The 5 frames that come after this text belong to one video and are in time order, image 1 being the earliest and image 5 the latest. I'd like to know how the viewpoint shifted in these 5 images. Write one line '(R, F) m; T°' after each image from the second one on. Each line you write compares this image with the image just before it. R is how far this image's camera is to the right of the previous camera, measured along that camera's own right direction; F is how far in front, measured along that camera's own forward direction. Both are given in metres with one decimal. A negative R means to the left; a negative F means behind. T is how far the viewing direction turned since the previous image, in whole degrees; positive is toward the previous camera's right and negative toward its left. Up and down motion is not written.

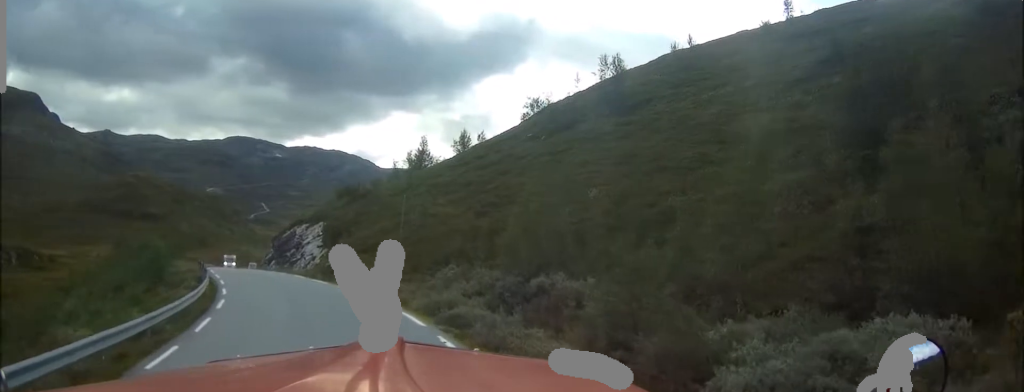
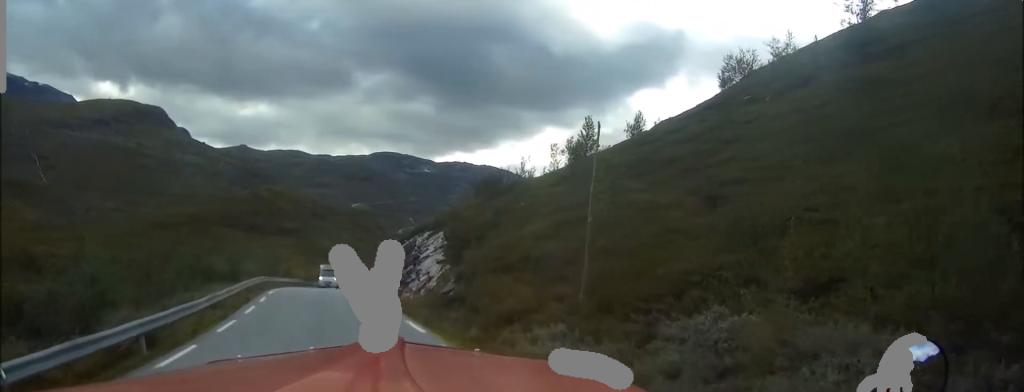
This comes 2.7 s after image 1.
(-2.2, +17.9) m; -17°
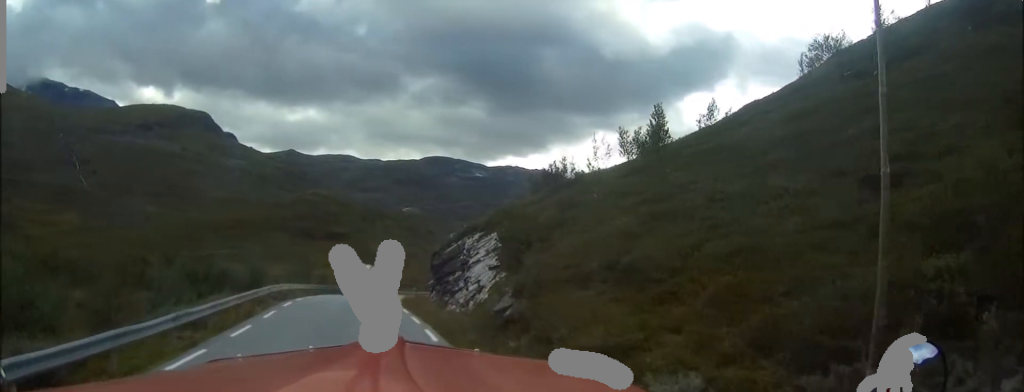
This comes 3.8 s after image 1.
(-0.3, +6.2) m; -4°
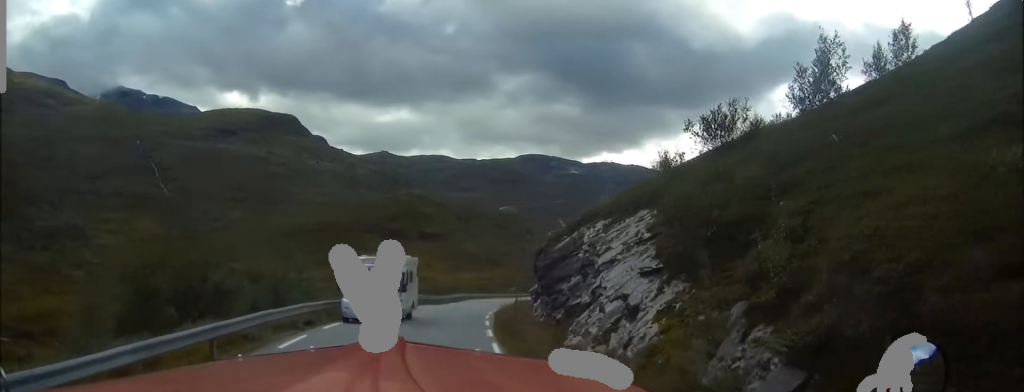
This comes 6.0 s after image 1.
(-0.1, +13.0) m; +1°
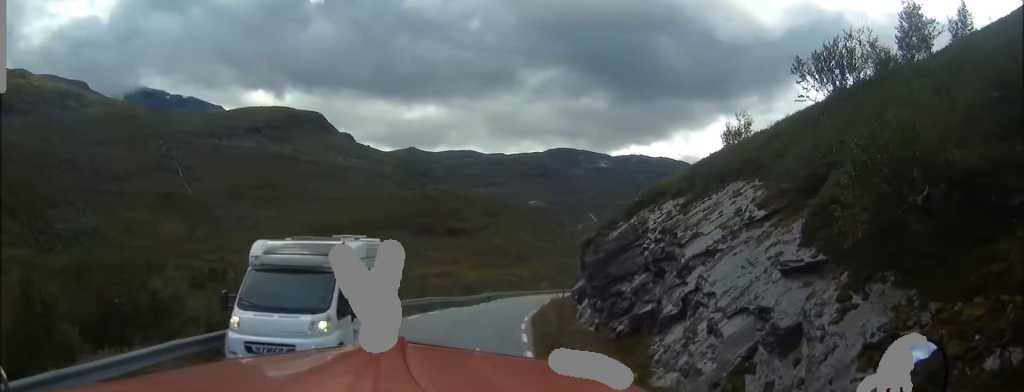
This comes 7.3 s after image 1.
(0.0, +7.2) m; -3°
